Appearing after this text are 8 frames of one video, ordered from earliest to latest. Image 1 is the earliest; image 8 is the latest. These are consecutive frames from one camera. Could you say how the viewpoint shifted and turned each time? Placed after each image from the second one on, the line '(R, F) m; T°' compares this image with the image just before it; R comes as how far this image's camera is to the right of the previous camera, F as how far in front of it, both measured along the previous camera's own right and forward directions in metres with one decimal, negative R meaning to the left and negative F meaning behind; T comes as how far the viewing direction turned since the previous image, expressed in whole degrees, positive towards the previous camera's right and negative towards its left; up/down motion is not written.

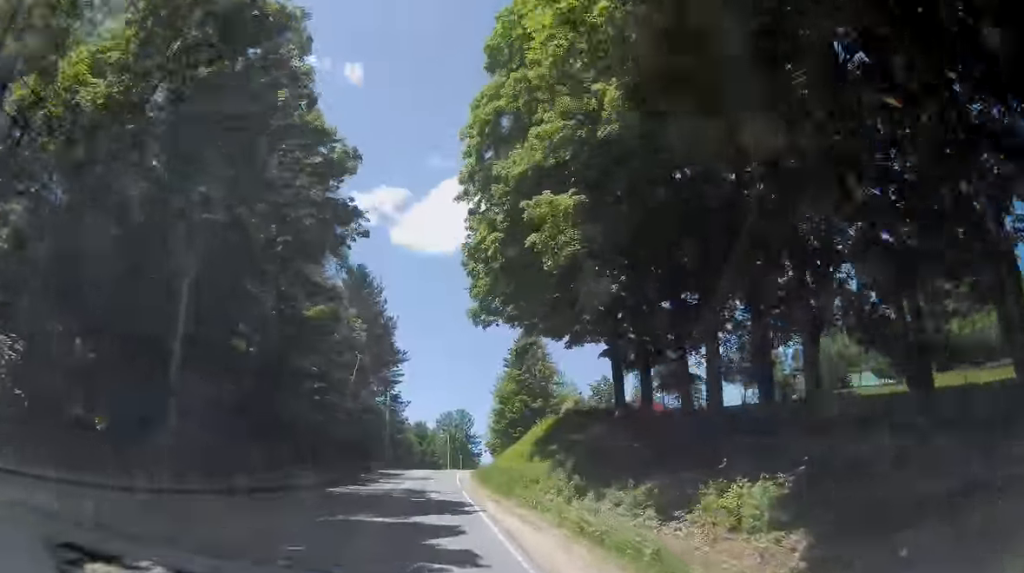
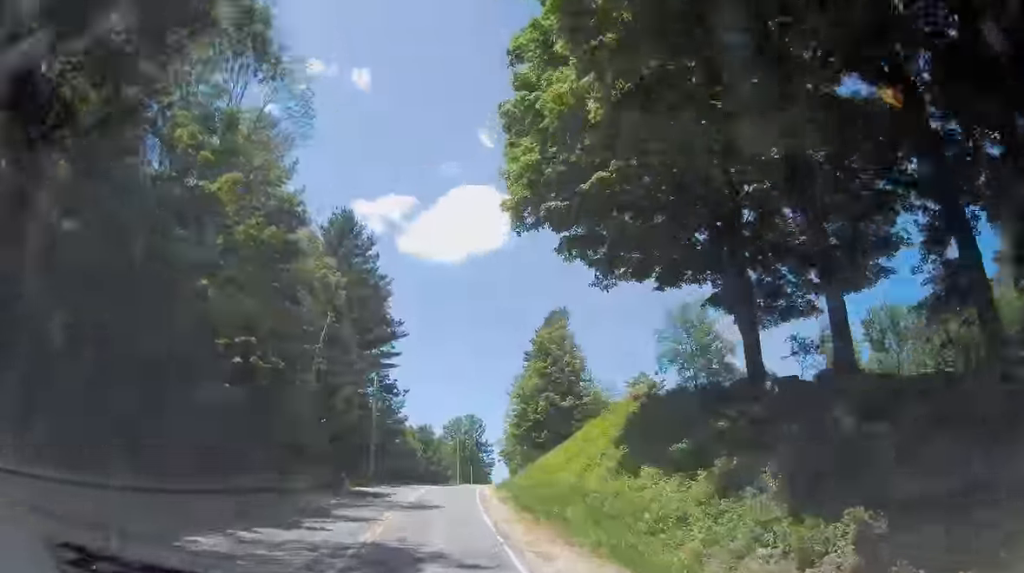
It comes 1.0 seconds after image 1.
(-2.8, +19.3) m; -8°
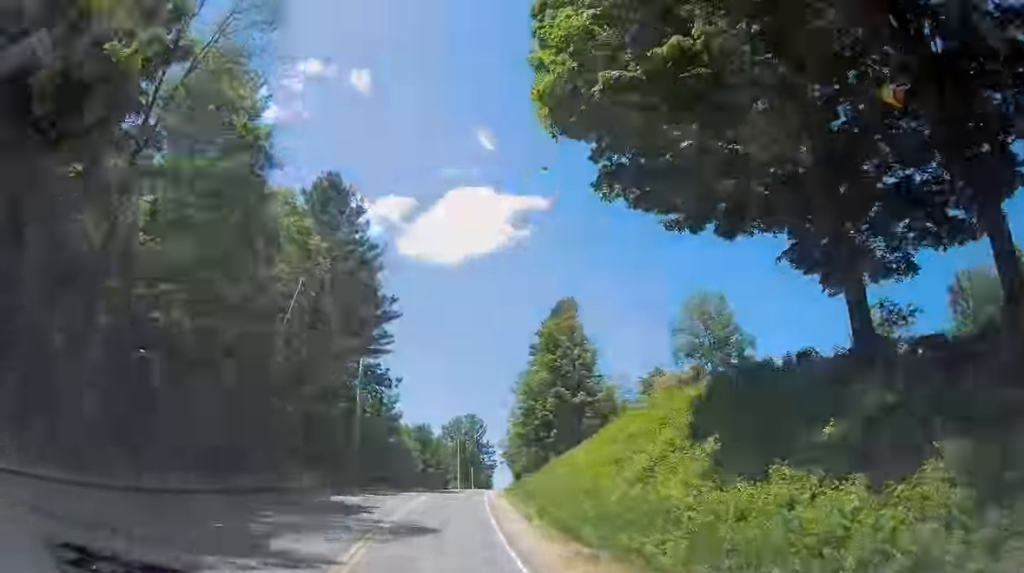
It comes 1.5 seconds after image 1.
(+0.1, +6.5) m; 0°
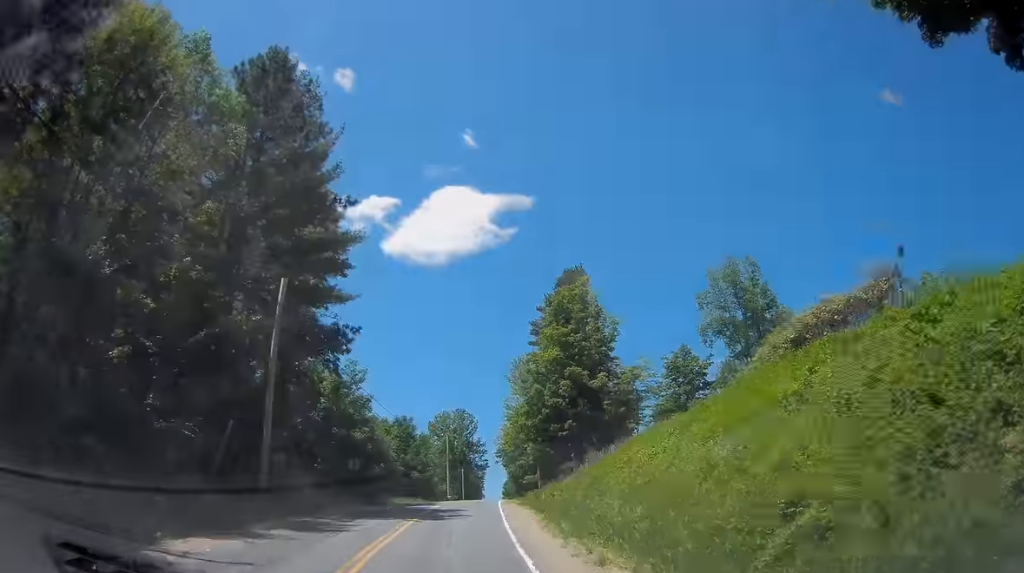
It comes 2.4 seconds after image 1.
(-0.1, +14.0) m; -1°
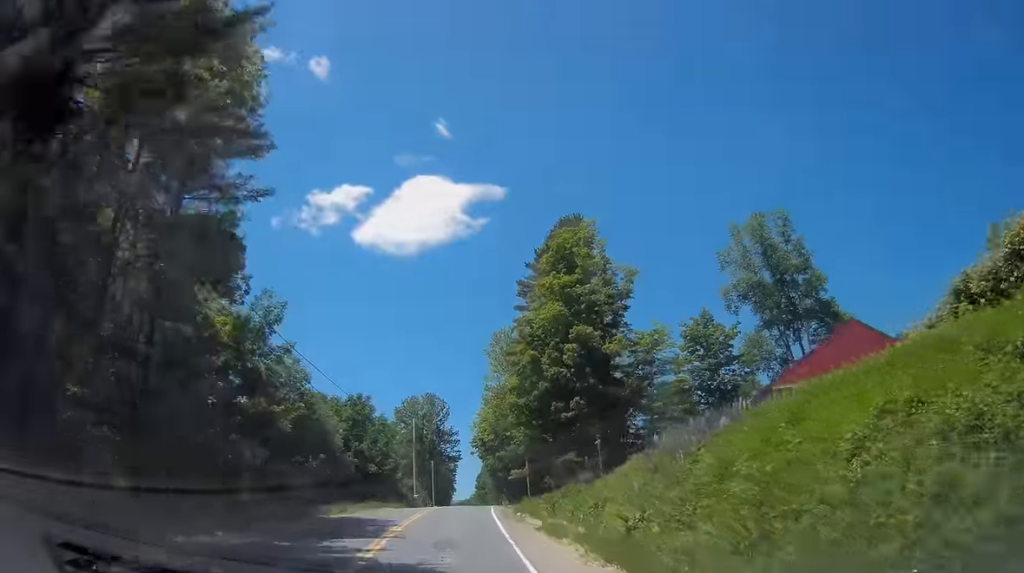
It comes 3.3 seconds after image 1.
(-0.2, +14.3) m; +2°
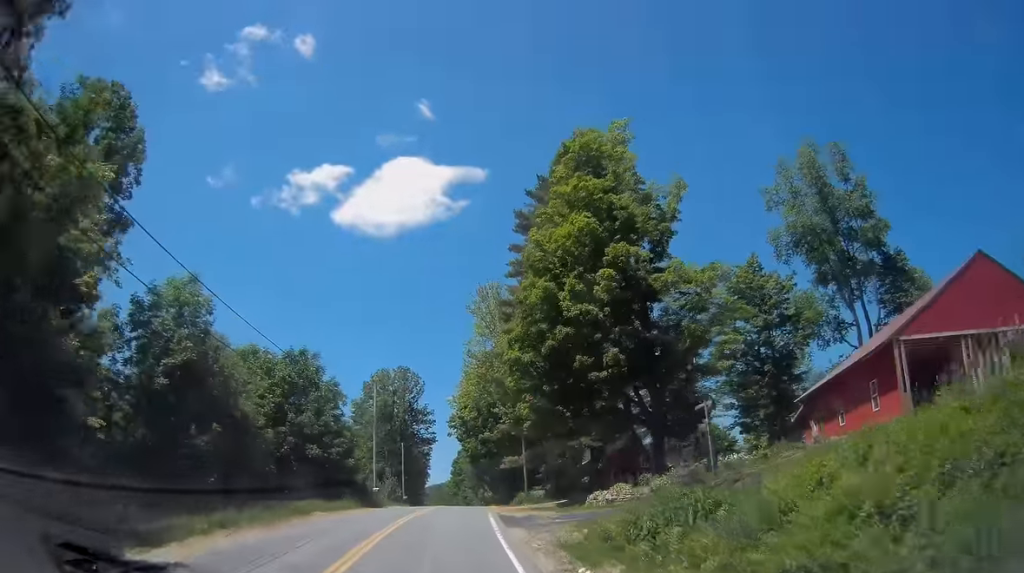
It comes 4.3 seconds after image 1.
(+0.7, +14.8) m; +3°
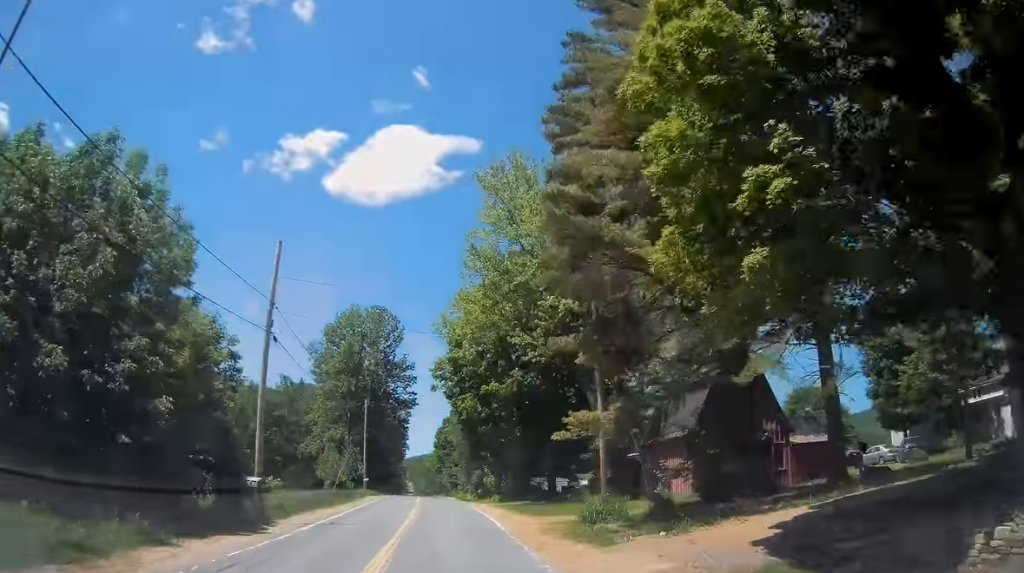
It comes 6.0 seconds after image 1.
(+0.6, +25.7) m; +2°
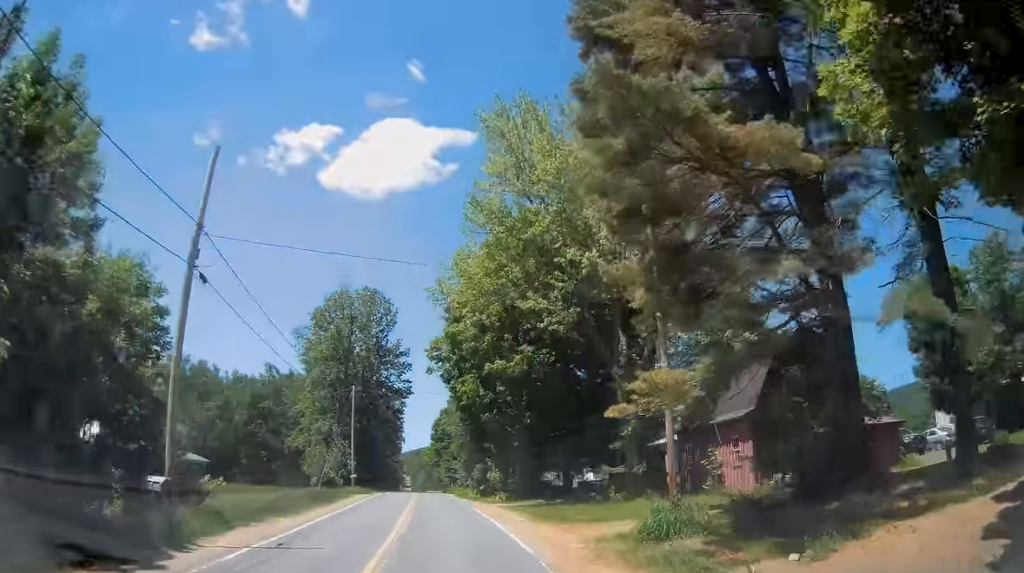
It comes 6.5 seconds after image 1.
(+0.1, +6.4) m; 0°
